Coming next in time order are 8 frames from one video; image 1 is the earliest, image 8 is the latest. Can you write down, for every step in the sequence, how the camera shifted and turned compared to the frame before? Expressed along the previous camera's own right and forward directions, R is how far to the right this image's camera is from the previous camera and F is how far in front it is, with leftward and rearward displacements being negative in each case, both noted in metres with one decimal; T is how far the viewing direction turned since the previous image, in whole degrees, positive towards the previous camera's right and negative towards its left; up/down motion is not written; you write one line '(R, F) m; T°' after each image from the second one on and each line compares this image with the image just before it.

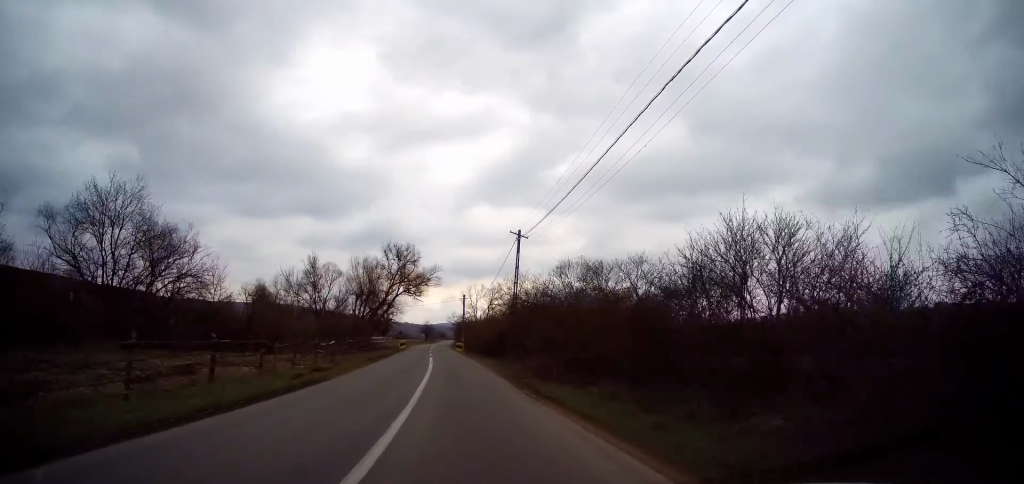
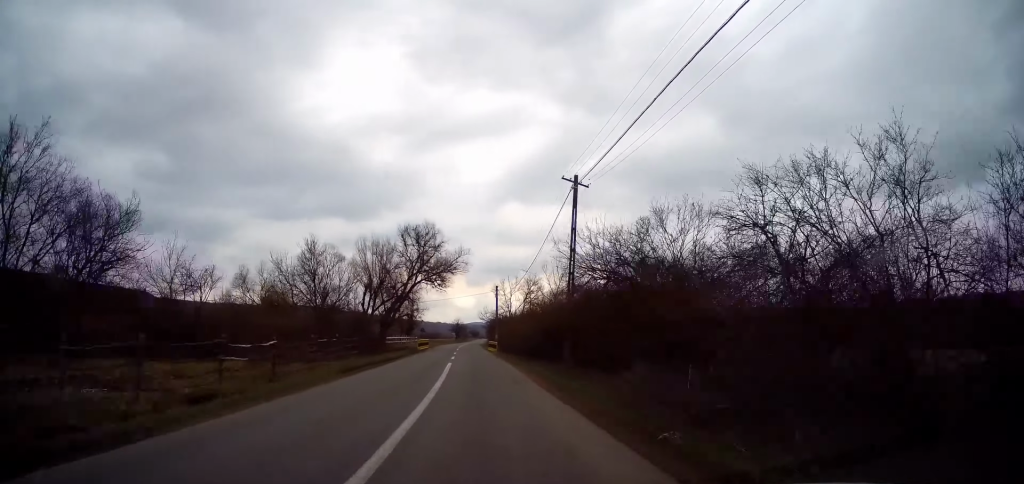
(-0.2, +11.0) m; -3°
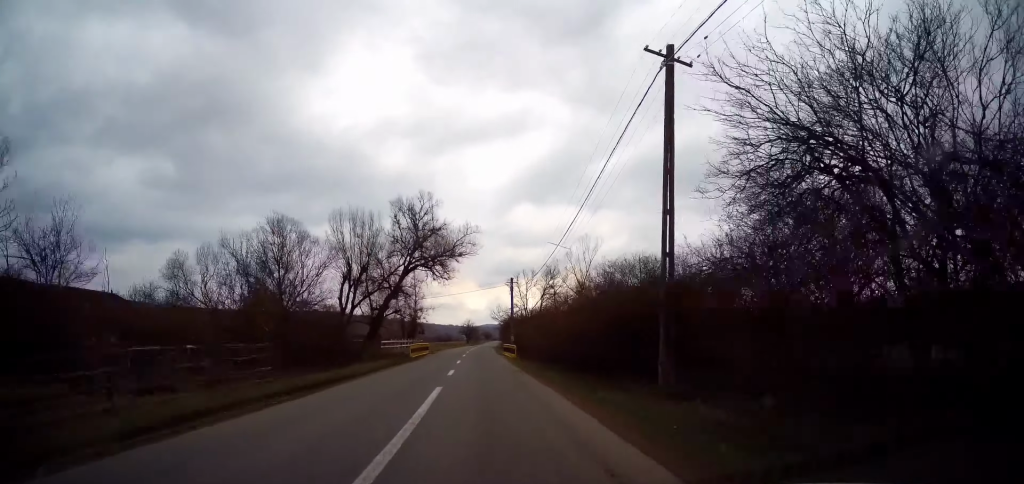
(-0.4, +11.1) m; -2°
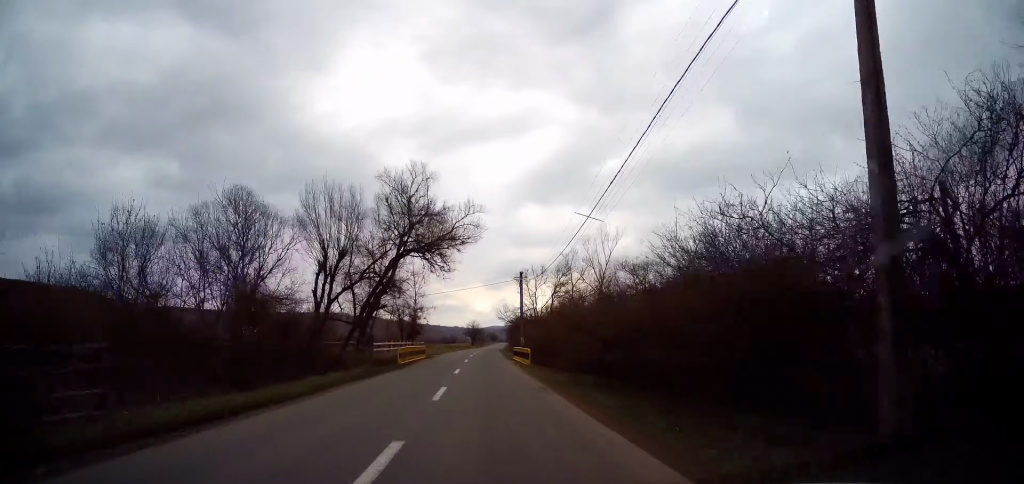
(0.0, +7.1) m; 0°
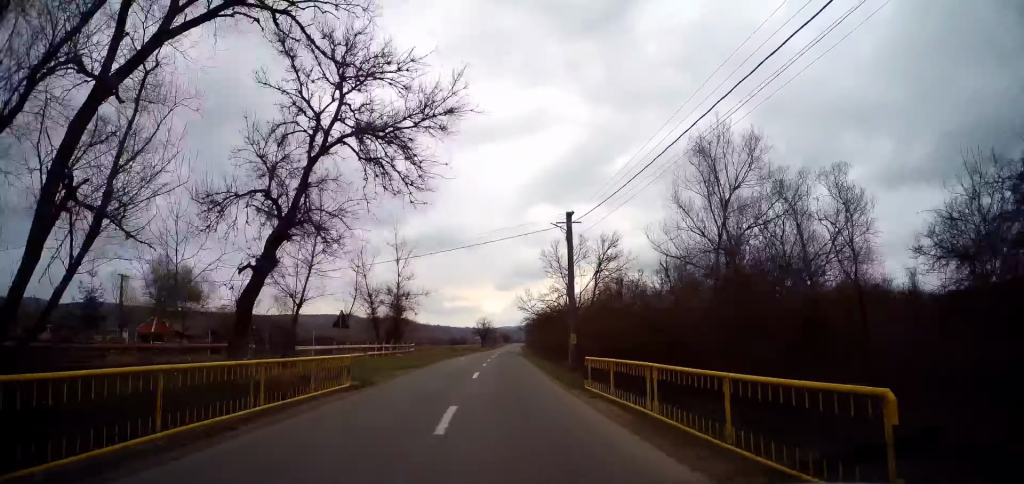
(-0.3, +25.4) m; 0°
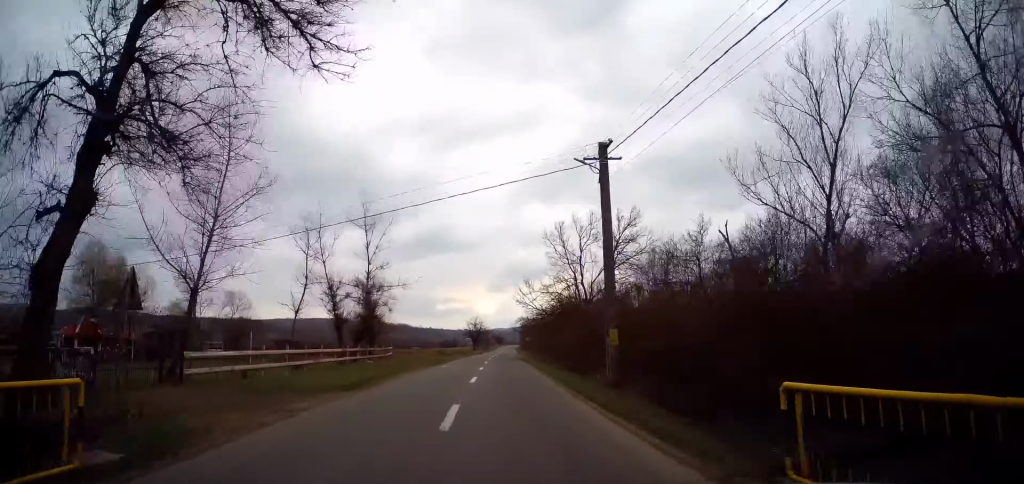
(+0.3, +10.9) m; +1°
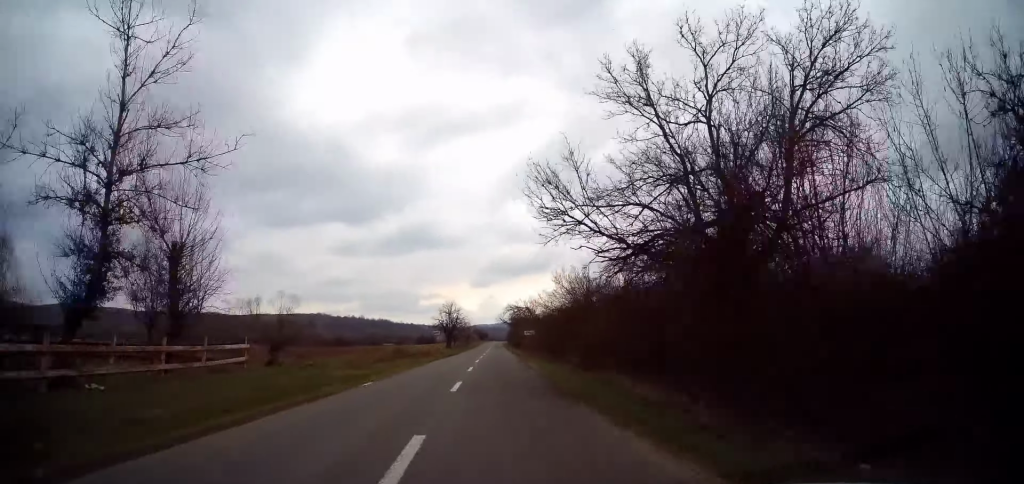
(+0.6, +31.9) m; +2°
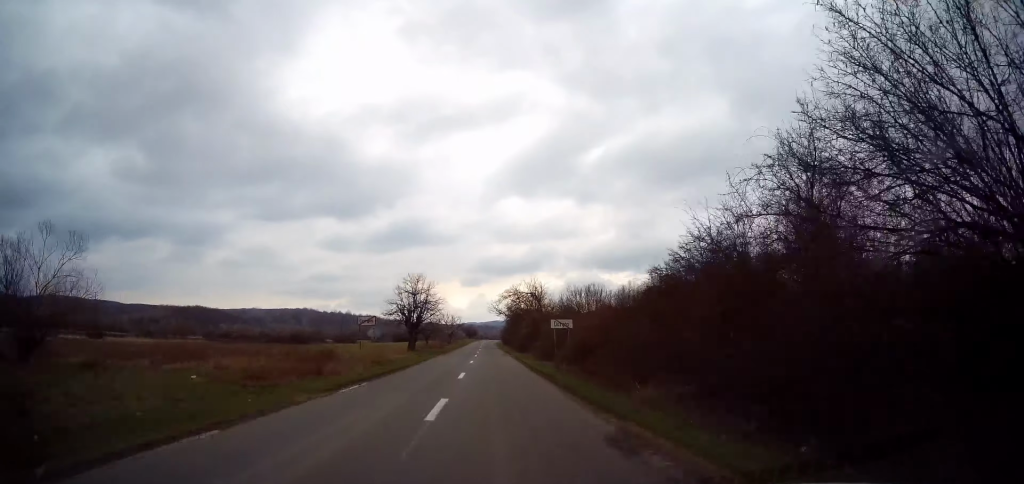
(+0.1, +32.2) m; 0°
